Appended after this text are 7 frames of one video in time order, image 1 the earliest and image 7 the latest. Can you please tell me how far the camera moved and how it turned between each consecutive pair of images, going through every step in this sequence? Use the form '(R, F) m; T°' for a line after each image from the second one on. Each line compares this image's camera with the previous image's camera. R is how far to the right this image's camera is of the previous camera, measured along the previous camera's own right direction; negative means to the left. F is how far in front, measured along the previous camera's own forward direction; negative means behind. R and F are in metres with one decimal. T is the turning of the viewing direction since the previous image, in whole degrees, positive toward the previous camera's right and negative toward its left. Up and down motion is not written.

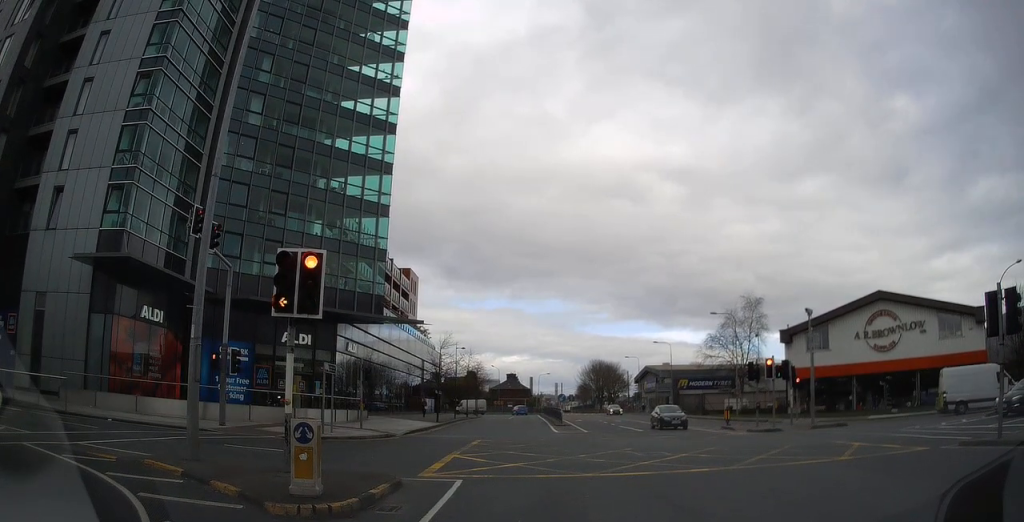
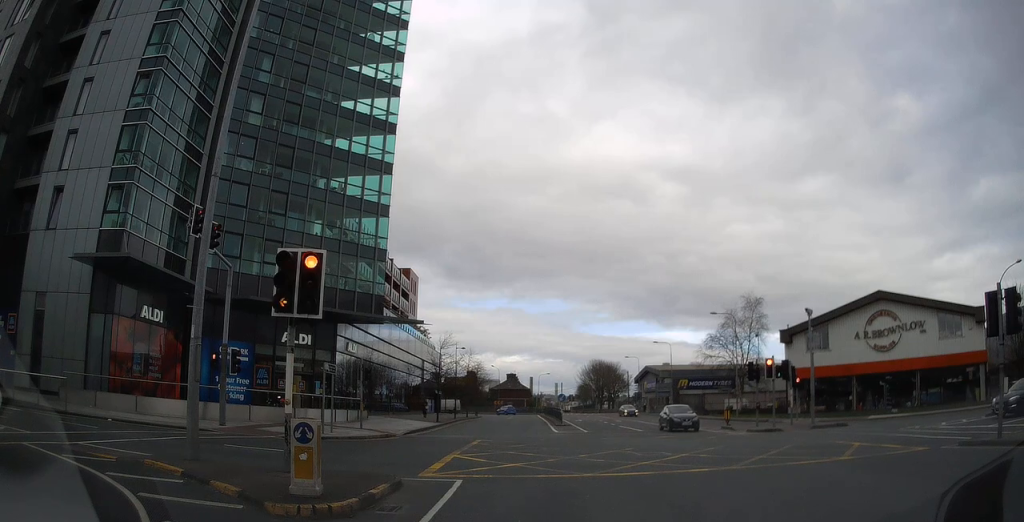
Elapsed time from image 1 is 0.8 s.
(0.0, 0.0) m; 0°
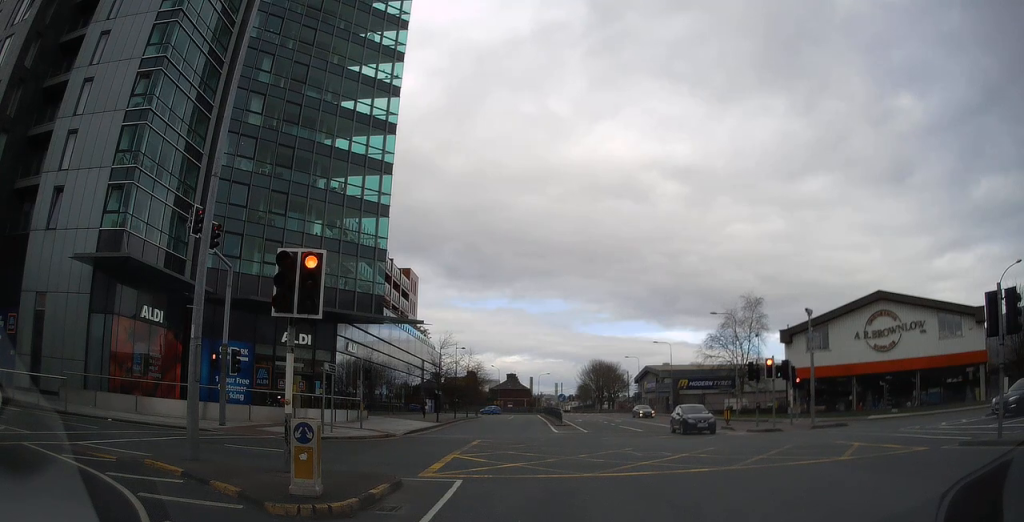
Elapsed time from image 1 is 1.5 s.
(0.0, 0.0) m; 0°
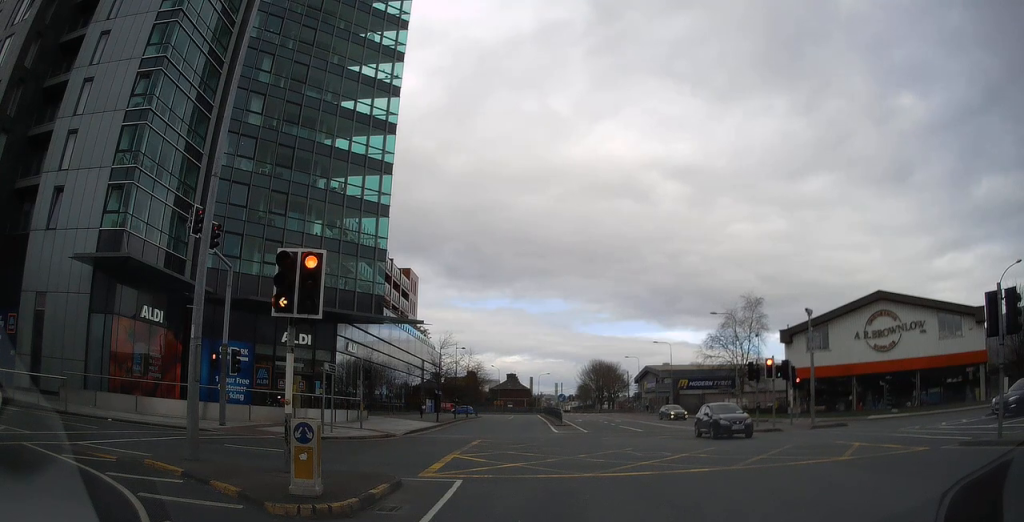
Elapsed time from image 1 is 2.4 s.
(0.0, 0.0) m; 0°
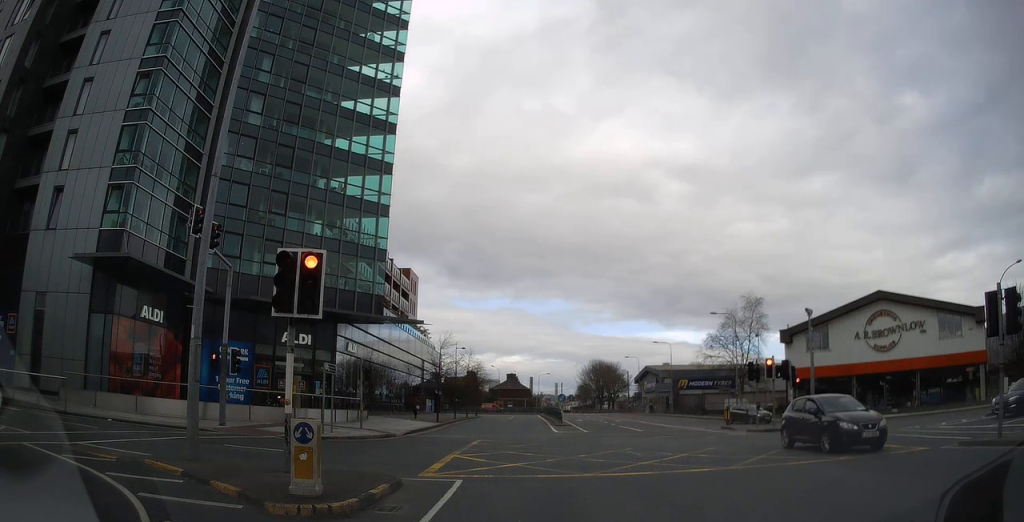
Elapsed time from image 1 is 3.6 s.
(0.0, 0.0) m; 0°
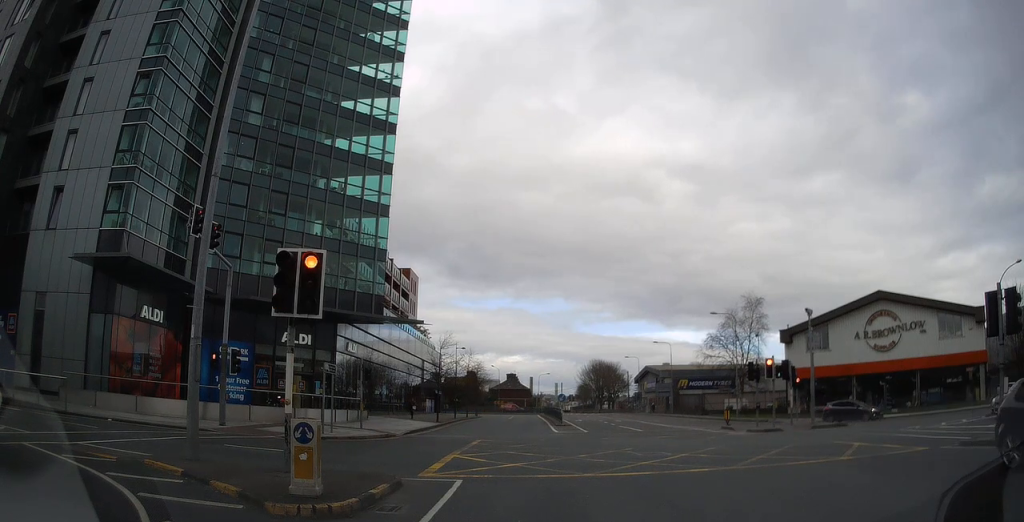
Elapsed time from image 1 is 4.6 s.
(0.0, 0.0) m; 0°
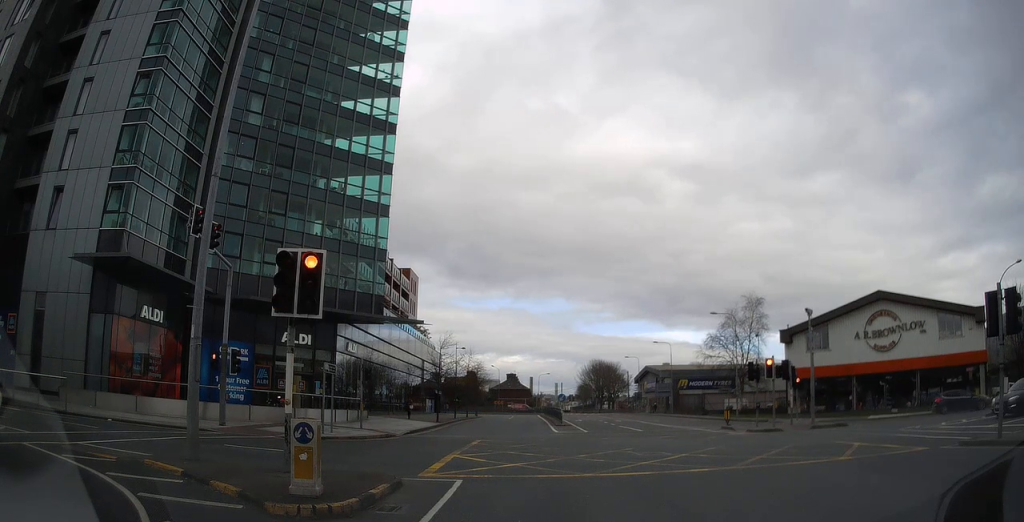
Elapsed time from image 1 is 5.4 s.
(0.0, 0.0) m; 0°
